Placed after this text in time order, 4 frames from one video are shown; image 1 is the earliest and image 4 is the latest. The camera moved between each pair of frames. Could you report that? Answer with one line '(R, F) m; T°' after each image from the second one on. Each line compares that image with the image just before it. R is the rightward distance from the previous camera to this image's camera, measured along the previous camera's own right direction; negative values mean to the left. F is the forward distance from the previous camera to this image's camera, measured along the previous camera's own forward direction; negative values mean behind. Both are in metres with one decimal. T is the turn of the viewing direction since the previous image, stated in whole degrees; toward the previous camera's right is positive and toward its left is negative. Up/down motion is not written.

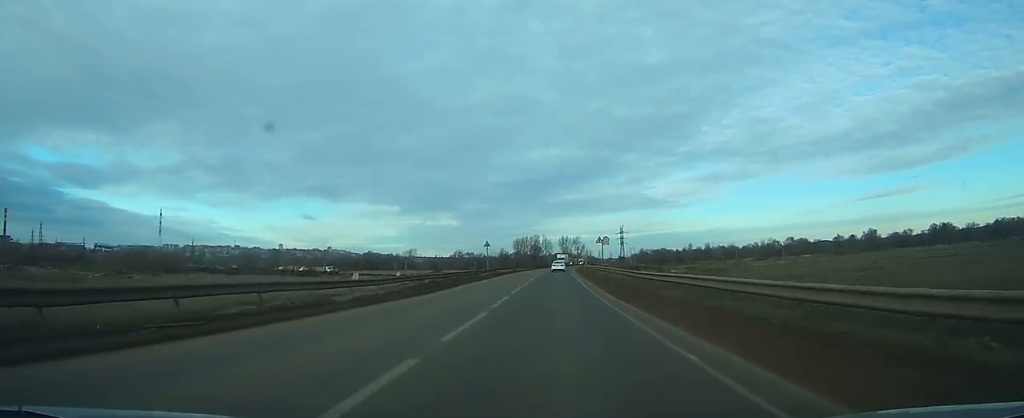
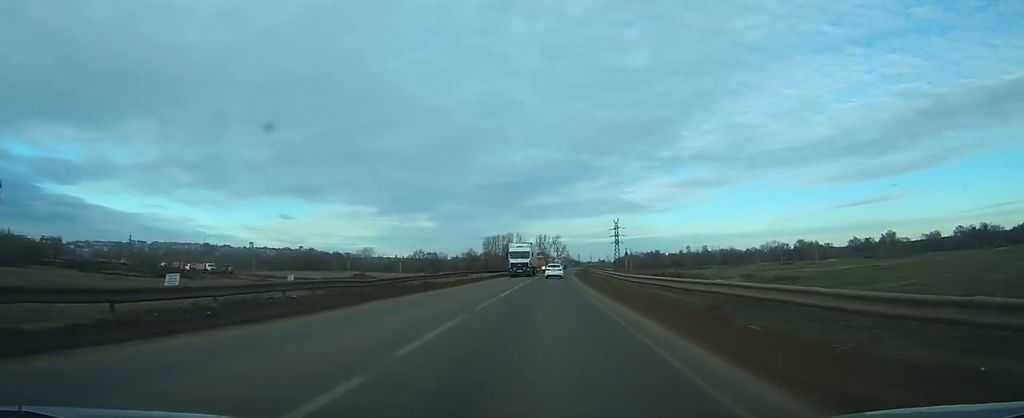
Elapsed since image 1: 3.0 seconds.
(+1.3, +75.3) m; +2°
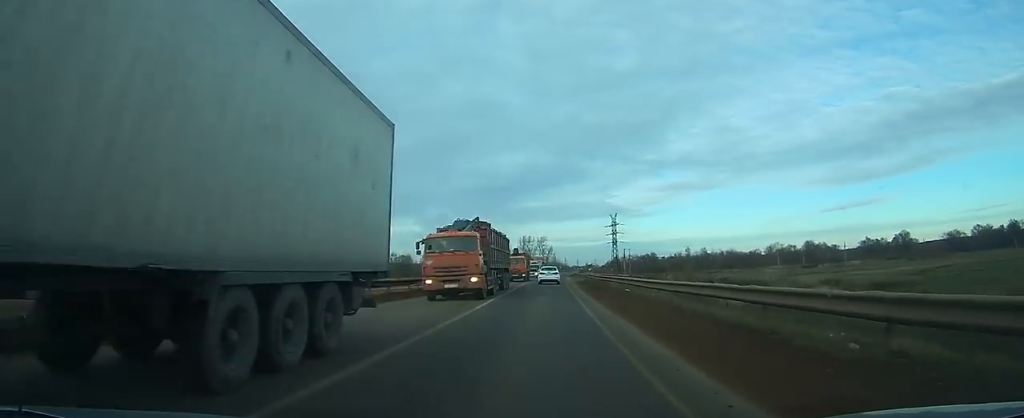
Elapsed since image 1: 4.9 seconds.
(+0.5, +44.0) m; +1°
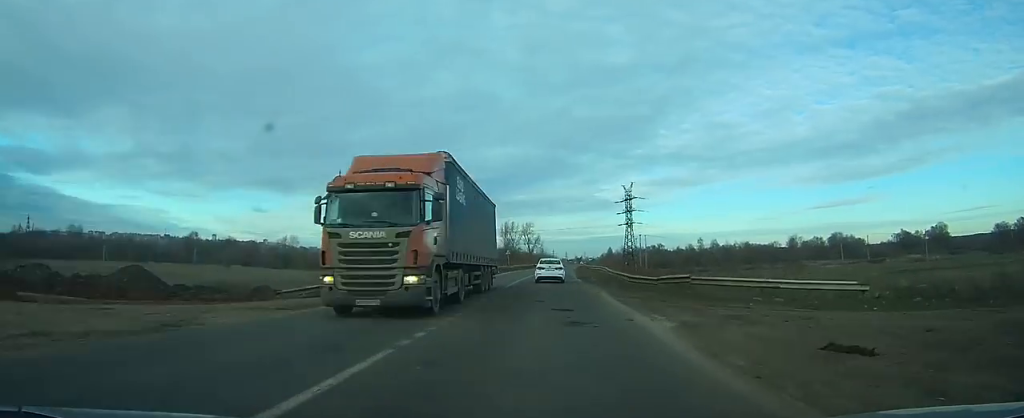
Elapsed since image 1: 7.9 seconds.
(+0.9, +66.1) m; +2°
